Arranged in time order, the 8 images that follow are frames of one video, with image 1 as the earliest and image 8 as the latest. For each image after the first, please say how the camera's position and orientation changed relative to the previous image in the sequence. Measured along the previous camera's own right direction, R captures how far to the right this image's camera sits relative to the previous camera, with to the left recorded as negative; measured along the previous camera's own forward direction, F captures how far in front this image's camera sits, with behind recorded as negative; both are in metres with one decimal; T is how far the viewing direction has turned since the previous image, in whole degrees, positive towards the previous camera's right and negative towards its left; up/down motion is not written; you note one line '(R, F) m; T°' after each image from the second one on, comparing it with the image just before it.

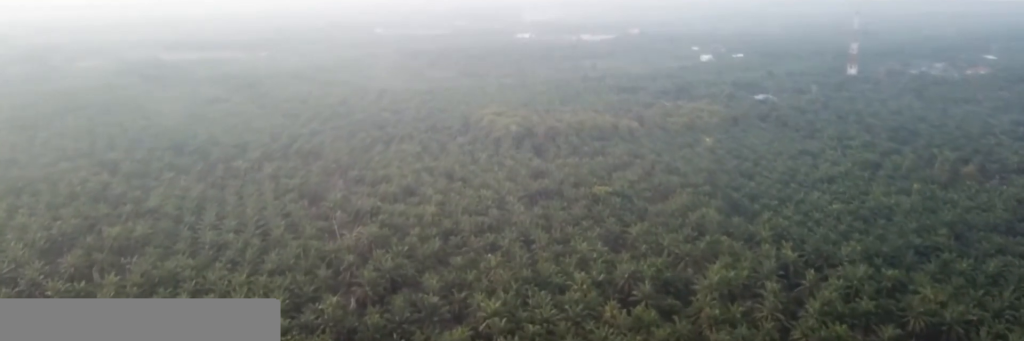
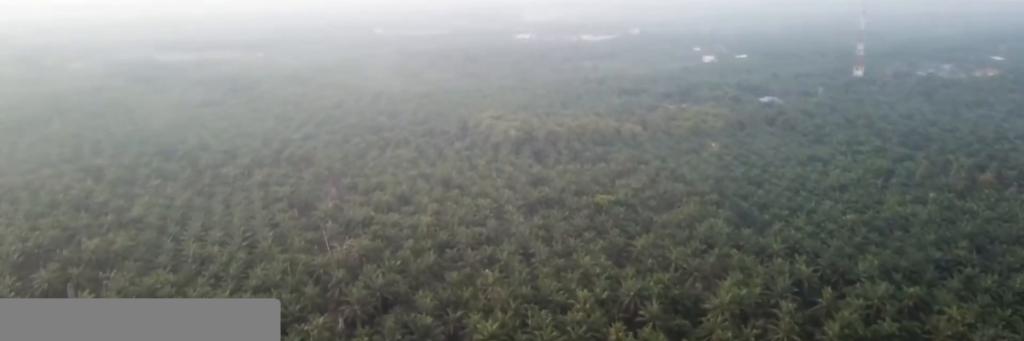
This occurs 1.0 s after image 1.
(0.0, +14.9) m; 0°
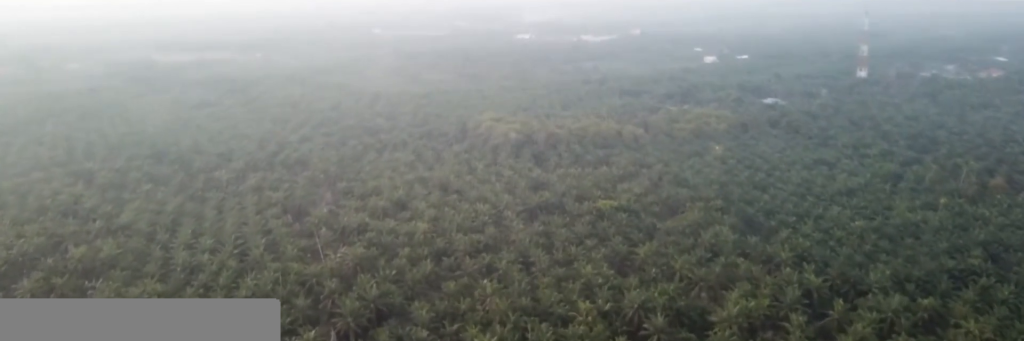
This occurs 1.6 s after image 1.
(0.0, +9.0) m; 0°
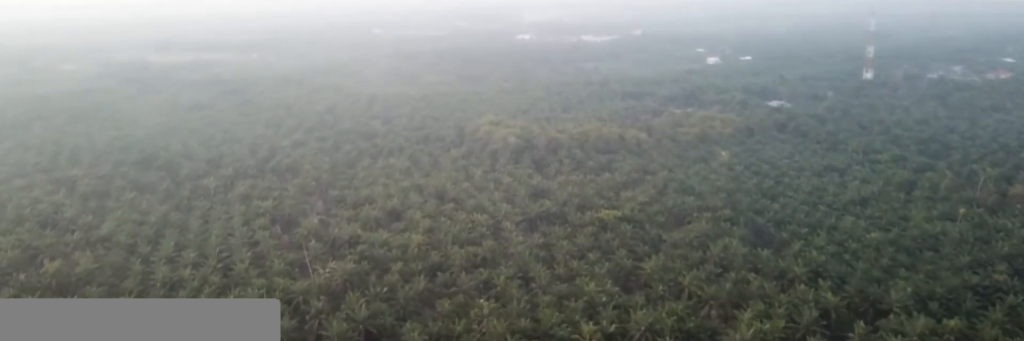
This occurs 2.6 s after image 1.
(0.0, +14.4) m; 0°
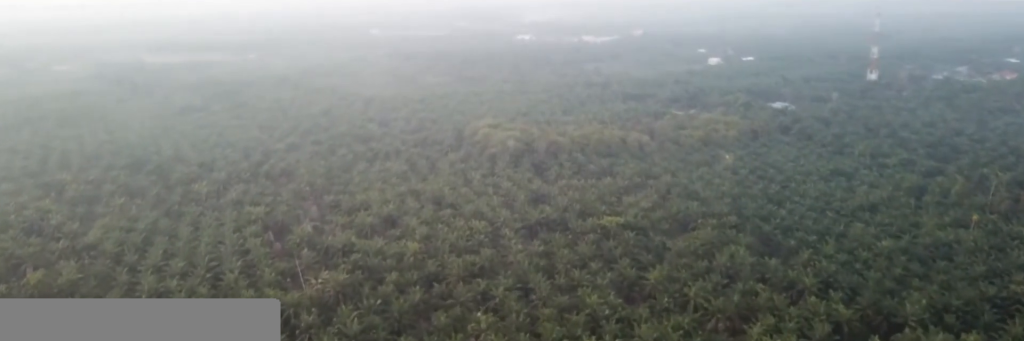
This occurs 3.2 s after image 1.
(0.0, +9.5) m; 0°
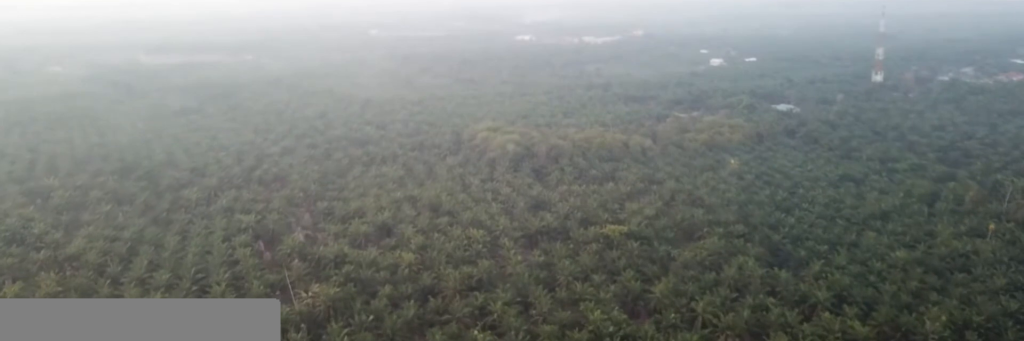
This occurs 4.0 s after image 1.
(0.0, +11.5) m; 0°
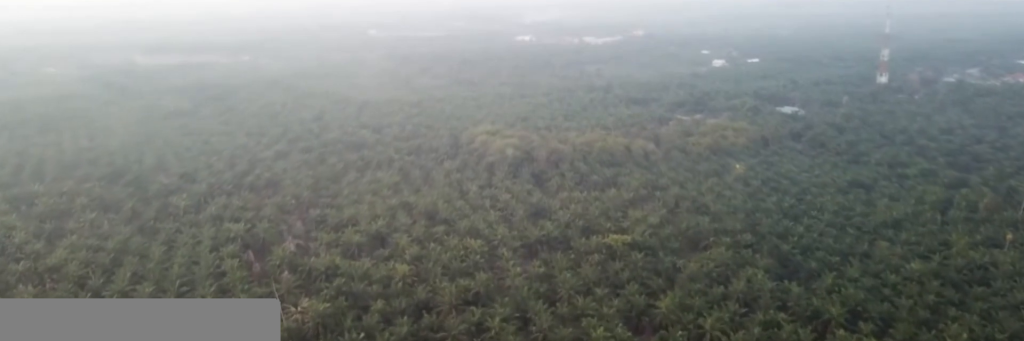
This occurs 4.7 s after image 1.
(0.0, +11.4) m; 0°
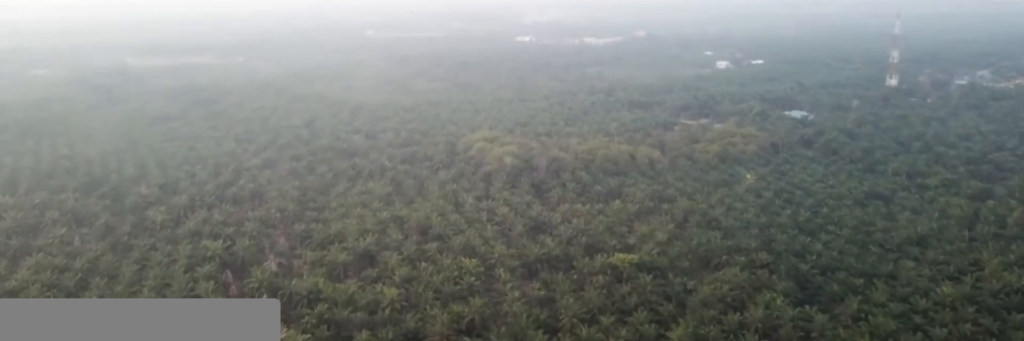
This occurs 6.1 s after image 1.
(0.0, +20.9) m; 0°
